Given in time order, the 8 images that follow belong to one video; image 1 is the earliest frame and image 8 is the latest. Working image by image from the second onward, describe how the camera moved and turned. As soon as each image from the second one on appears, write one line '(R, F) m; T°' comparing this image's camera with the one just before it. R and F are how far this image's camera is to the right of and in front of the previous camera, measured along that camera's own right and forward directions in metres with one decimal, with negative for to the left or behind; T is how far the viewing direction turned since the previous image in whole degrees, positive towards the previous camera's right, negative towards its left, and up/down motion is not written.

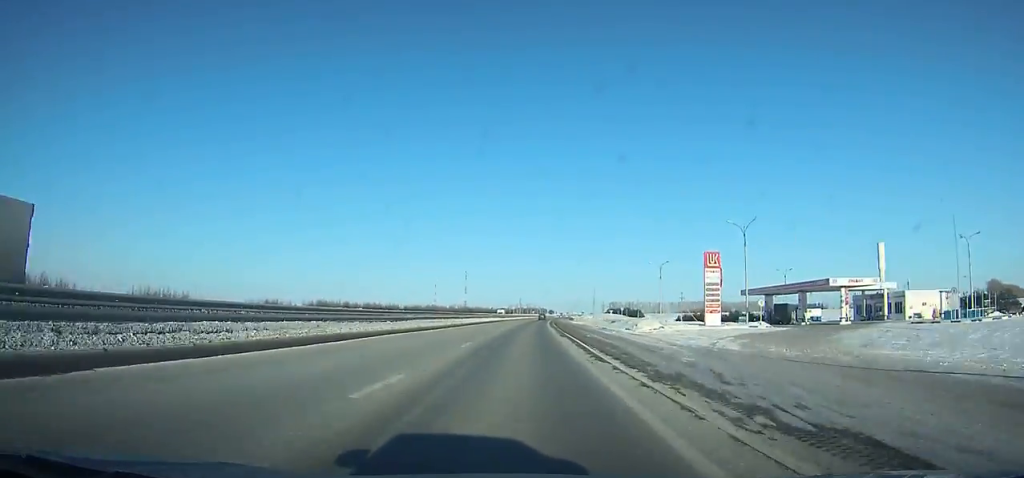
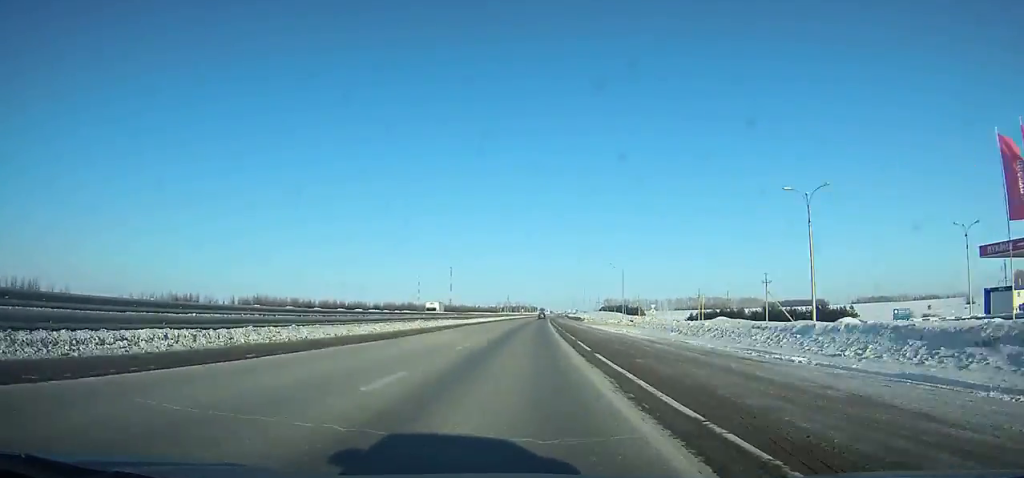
(+0.6, +58.6) m; +1°
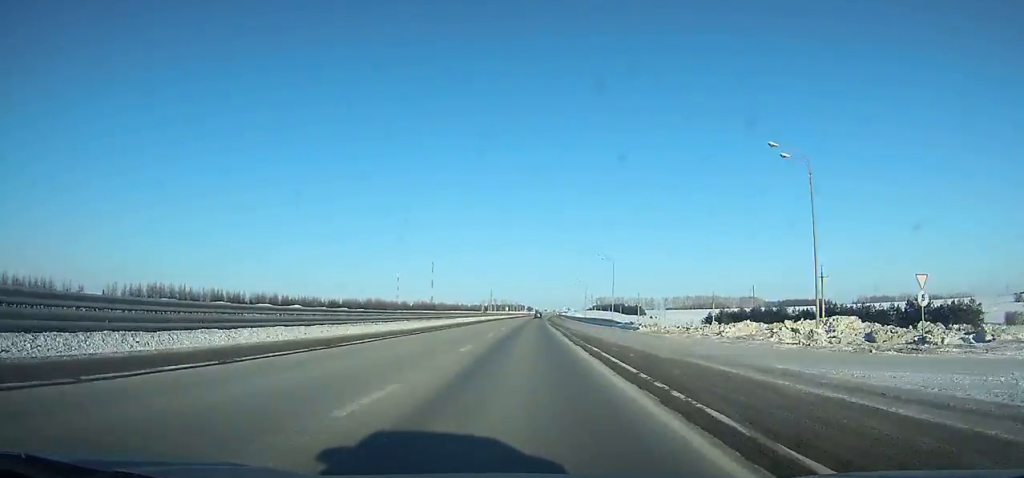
(+0.5, +62.9) m; +1°
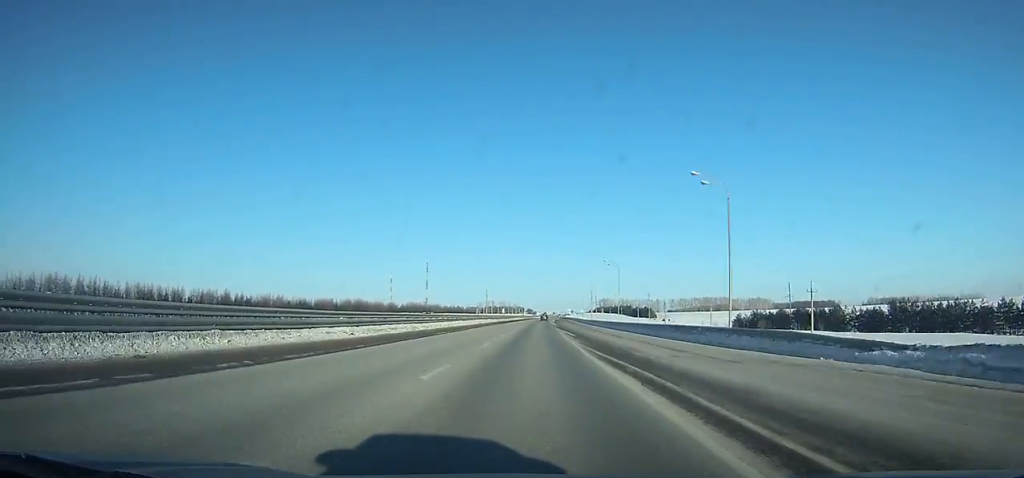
(+0.1, +42.5) m; +1°
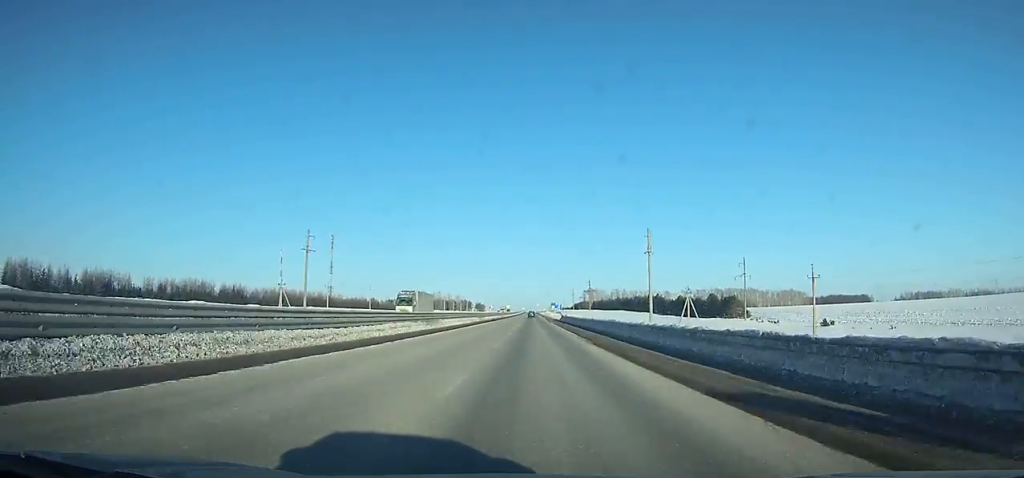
(+8.7, +261.9) m; +3°
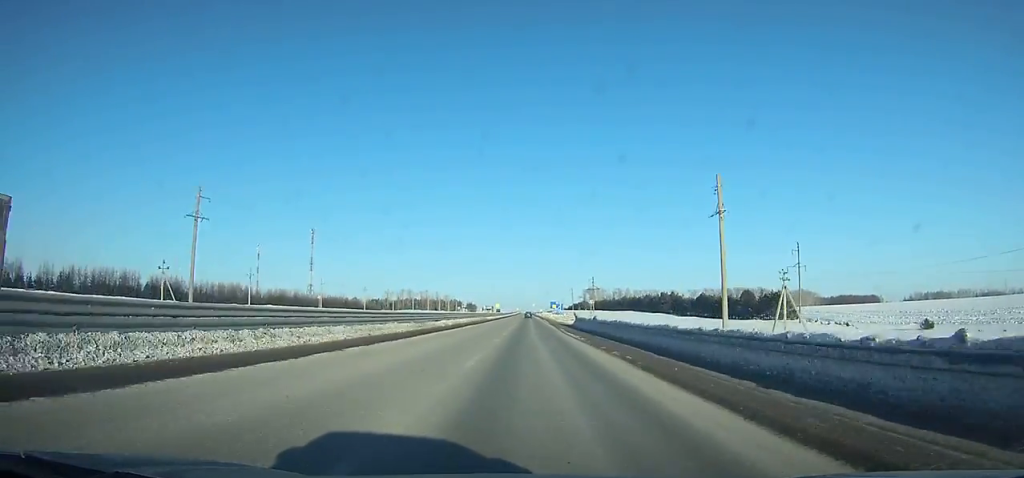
(+0.1, +42.9) m; 0°
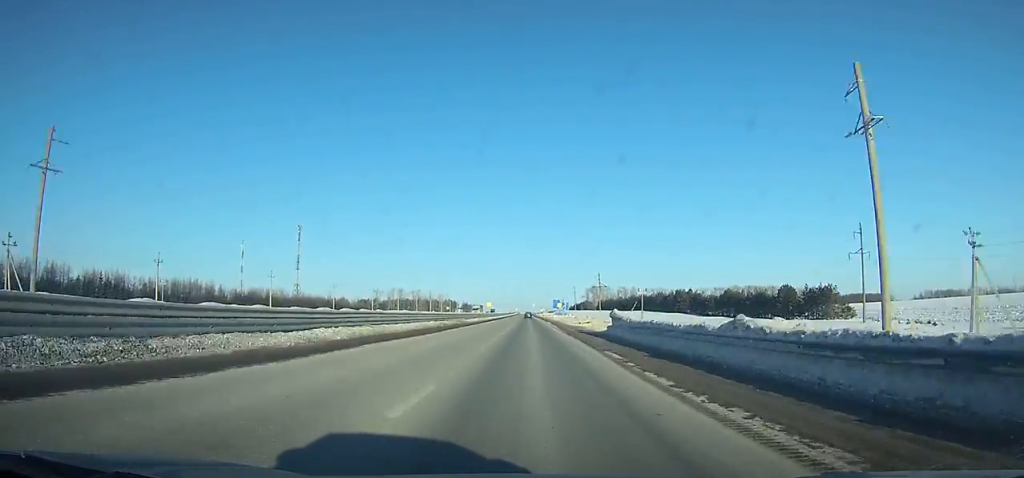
(+0.1, +30.6) m; 0°
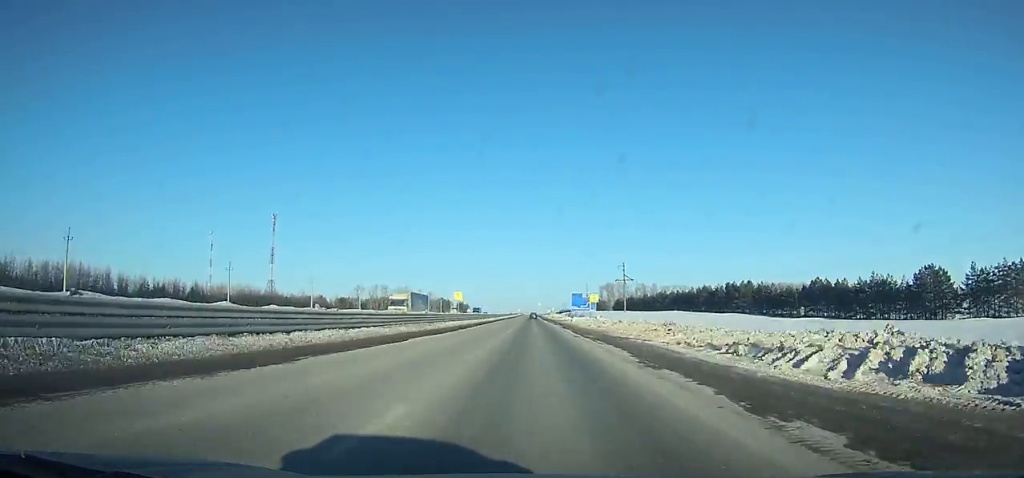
(+0.2, +61.3) m; 0°
